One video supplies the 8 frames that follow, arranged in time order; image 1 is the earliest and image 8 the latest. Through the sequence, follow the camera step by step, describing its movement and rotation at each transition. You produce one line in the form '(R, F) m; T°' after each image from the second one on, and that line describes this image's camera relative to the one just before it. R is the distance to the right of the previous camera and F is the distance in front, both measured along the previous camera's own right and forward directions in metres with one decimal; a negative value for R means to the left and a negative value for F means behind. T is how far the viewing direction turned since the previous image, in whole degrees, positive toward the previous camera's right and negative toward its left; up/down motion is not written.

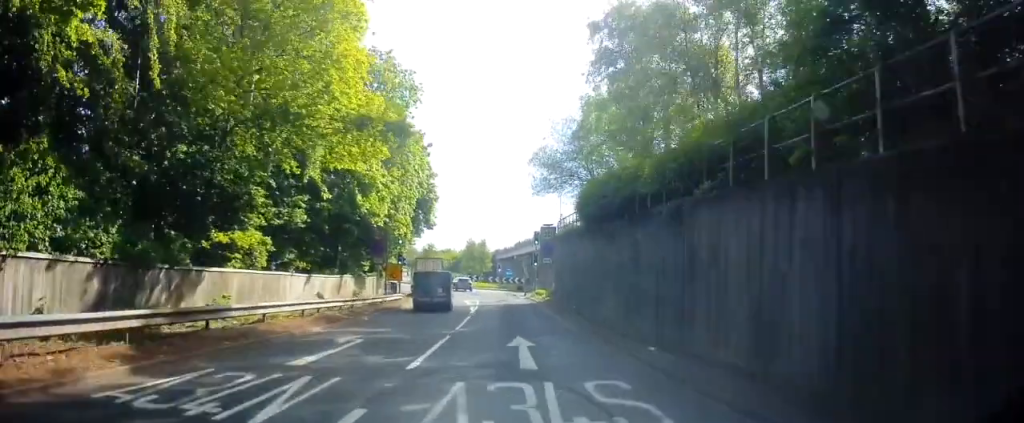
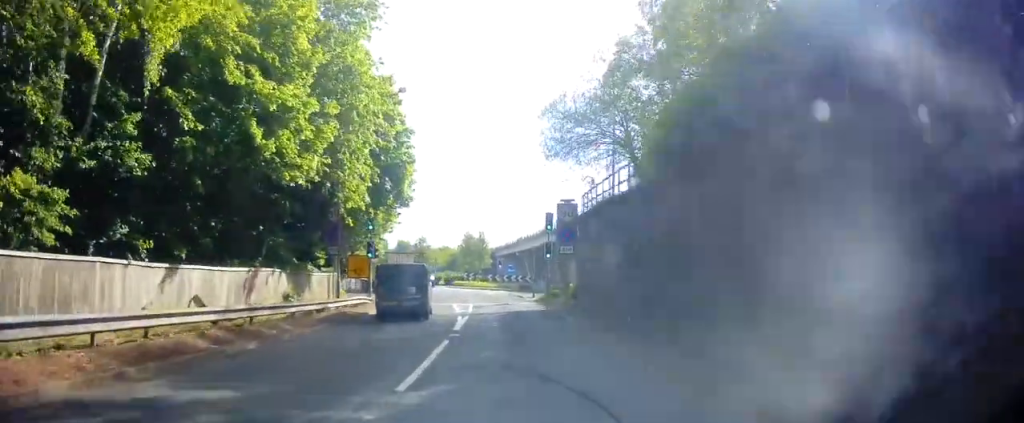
(-0.4, +10.8) m; -1°
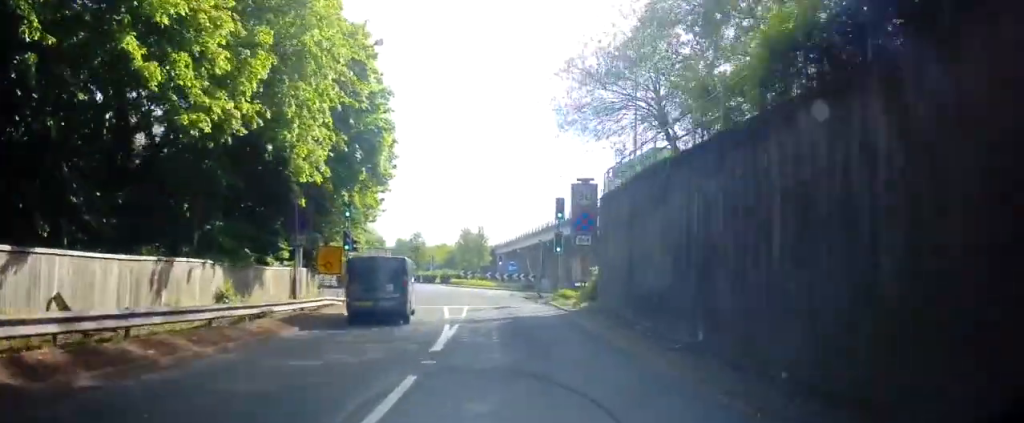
(-0.1, +5.7) m; +1°
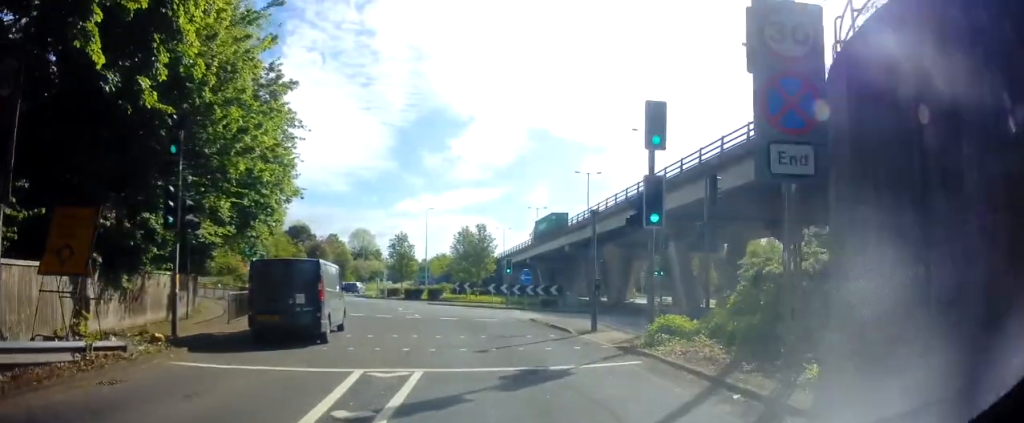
(-0.1, +17.0) m; -5°
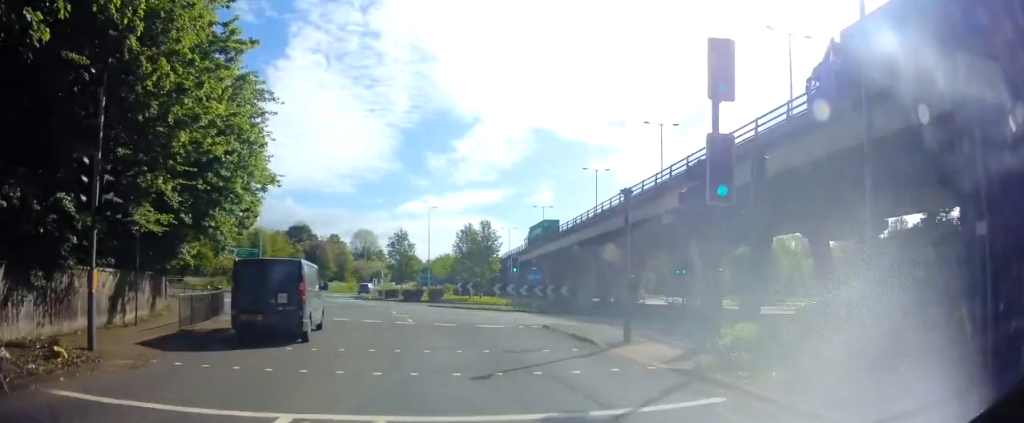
(0.0, +3.0) m; -2°
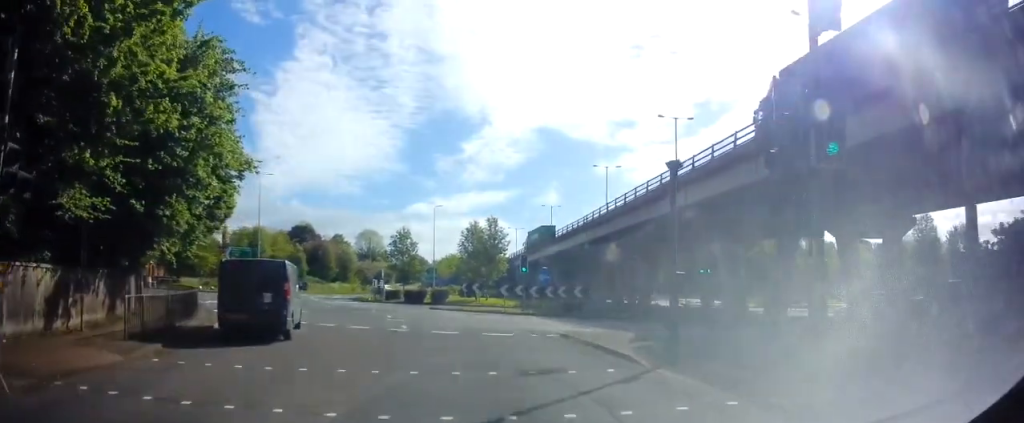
(-0.1, +2.8) m; -1°
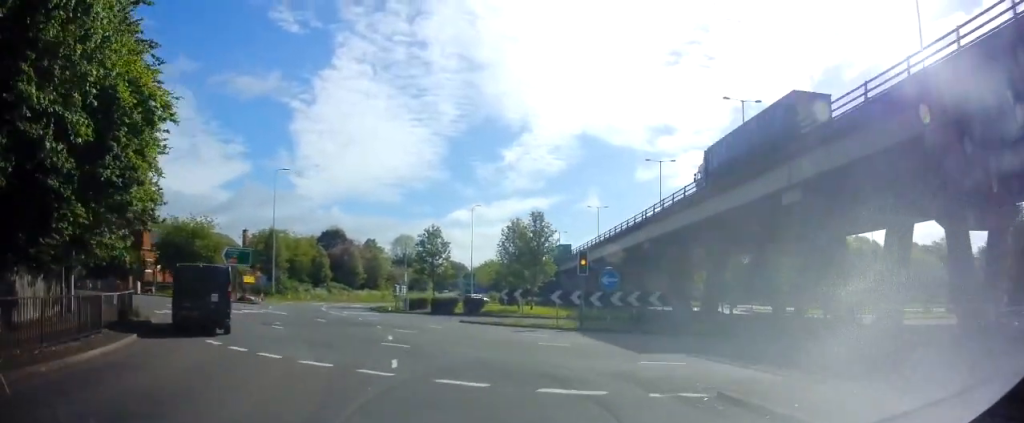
(-0.2, +8.0) m; -3°
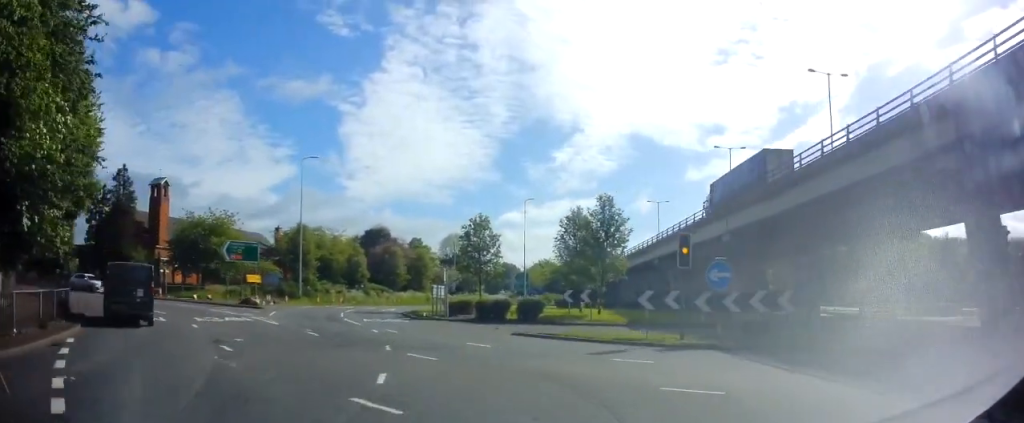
(-0.1, +7.2) m; -4°
